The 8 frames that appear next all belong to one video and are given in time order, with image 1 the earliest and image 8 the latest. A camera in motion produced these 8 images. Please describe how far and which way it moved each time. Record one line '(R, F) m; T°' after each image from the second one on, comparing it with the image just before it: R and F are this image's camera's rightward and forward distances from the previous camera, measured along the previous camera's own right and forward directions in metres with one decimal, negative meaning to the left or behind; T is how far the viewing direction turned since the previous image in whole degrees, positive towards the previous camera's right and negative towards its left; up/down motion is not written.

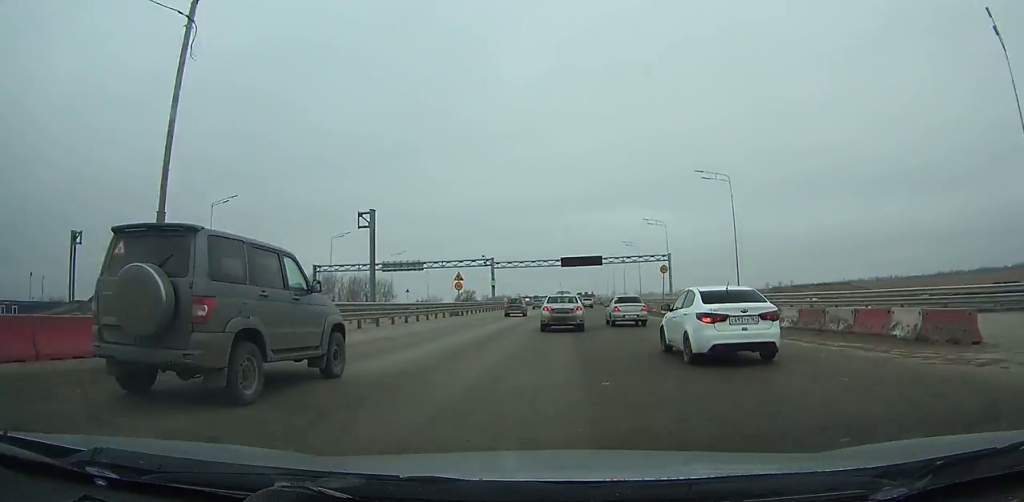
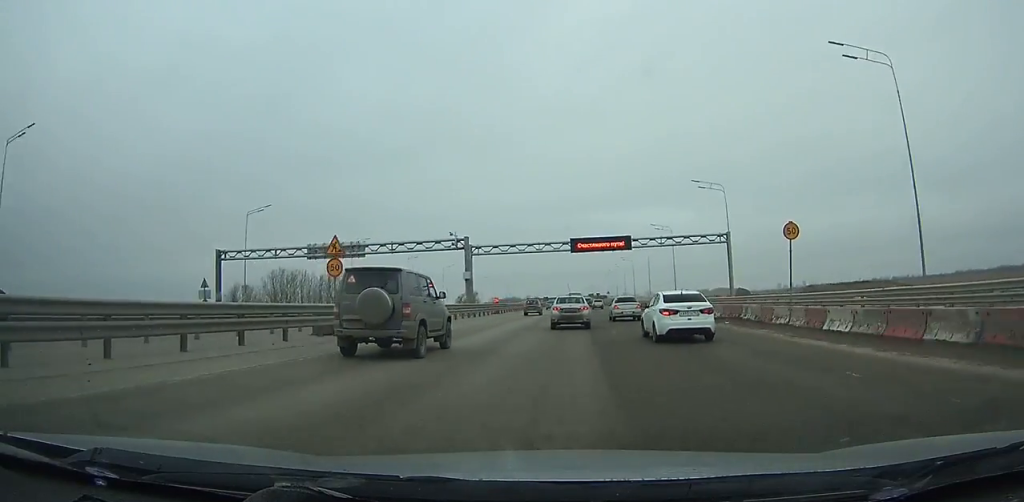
(-0.1, +30.7) m; 0°
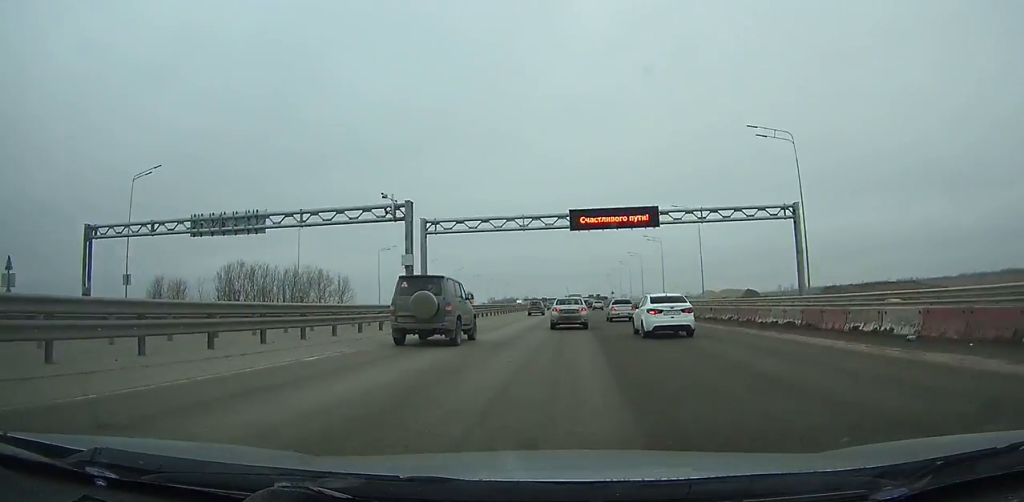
(+0.1, +20.3) m; 0°
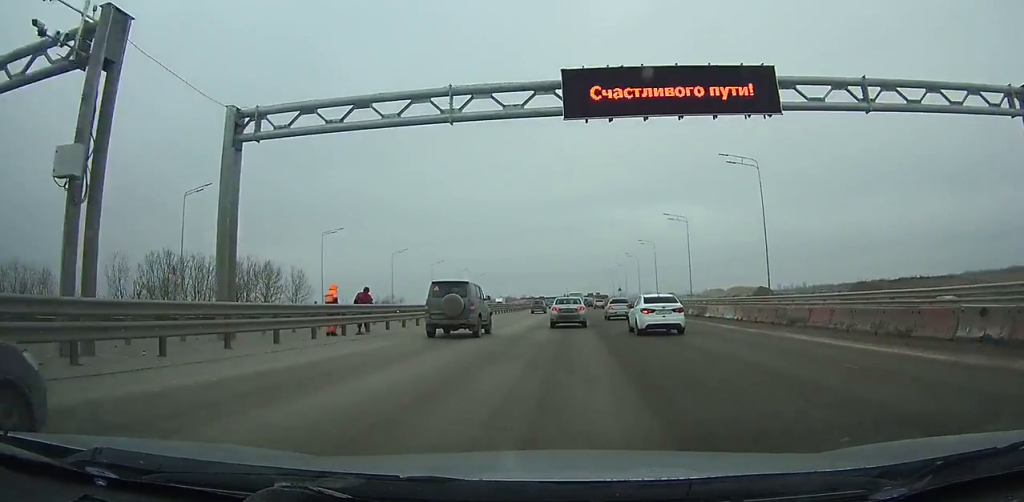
(-0.1, +26.1) m; 0°
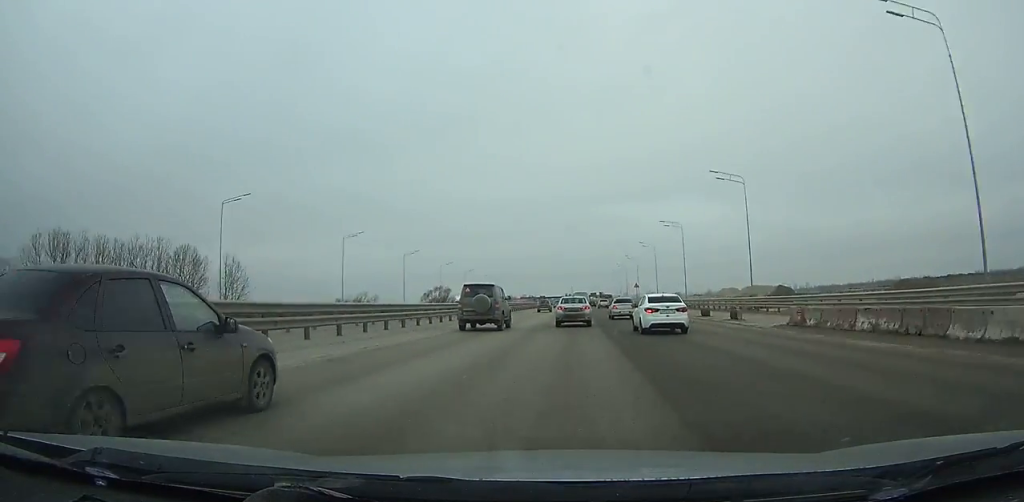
(-0.2, +26.8) m; 0°
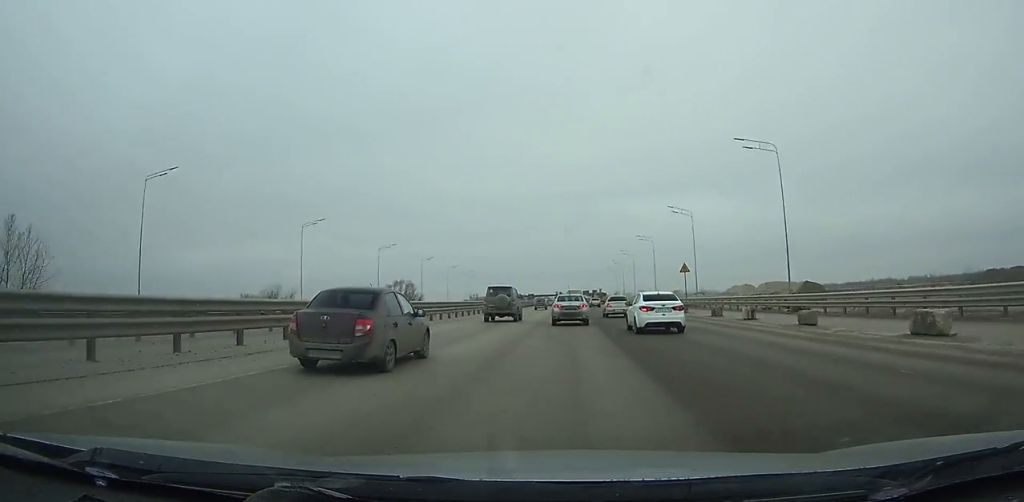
(+0.5, +45.2) m; 0°
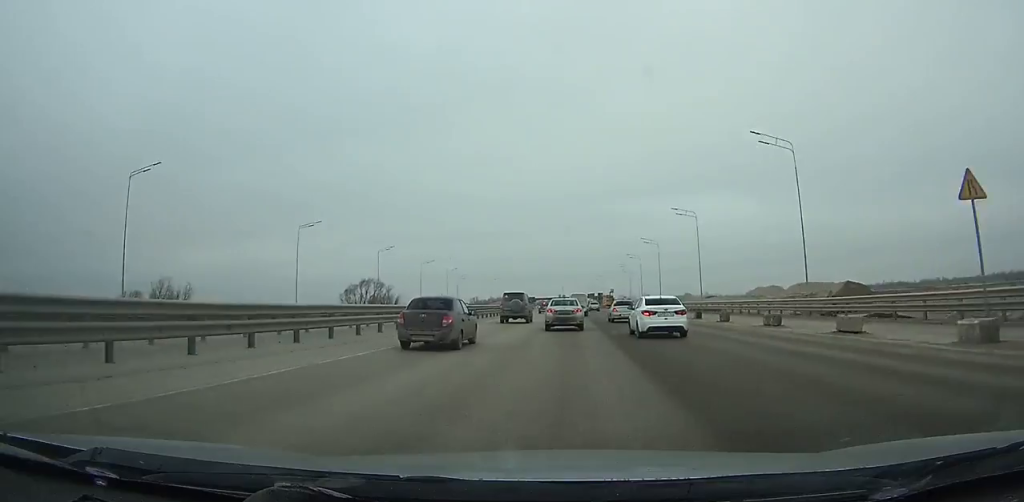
(-0.2, +36.1) m; 0°
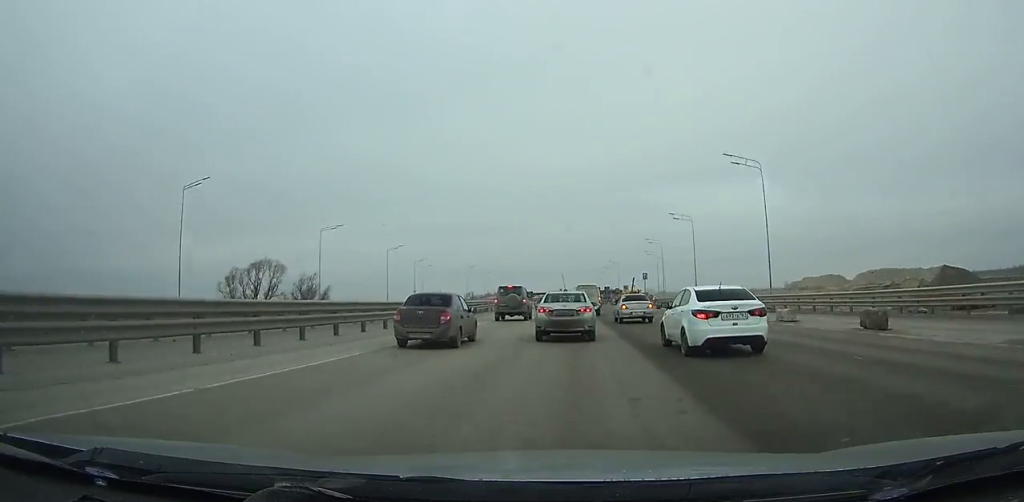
(0.0, +50.2) m; 0°
